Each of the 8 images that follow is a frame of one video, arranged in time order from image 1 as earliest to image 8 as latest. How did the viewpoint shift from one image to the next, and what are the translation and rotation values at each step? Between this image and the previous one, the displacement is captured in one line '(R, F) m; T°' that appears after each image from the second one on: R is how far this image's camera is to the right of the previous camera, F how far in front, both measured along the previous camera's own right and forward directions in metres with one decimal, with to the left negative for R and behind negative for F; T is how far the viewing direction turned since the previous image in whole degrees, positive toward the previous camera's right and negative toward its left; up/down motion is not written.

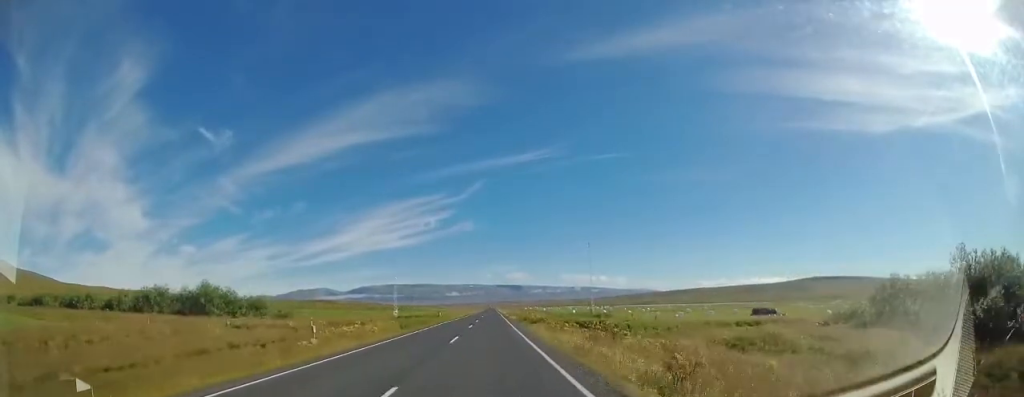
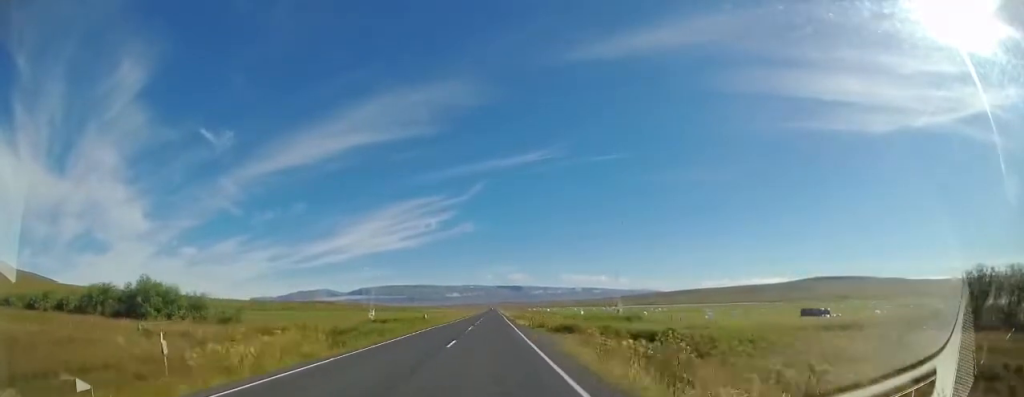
(0.0, +13.7) m; 0°
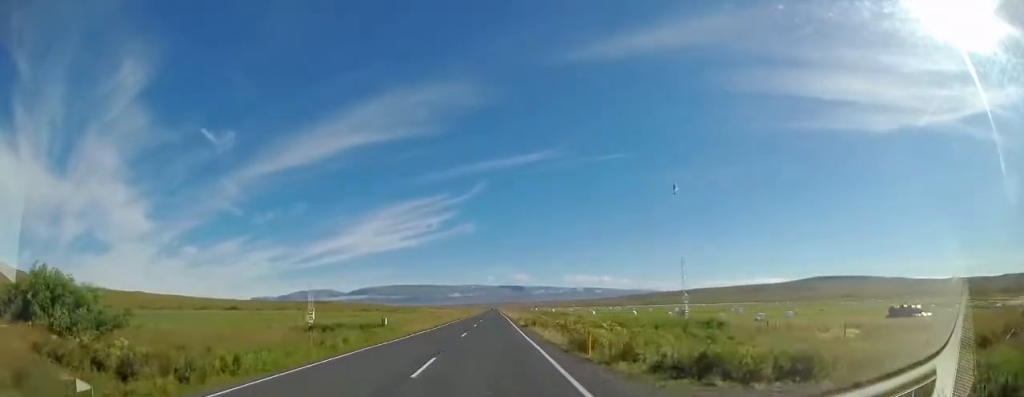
(0.0, +18.2) m; 0°
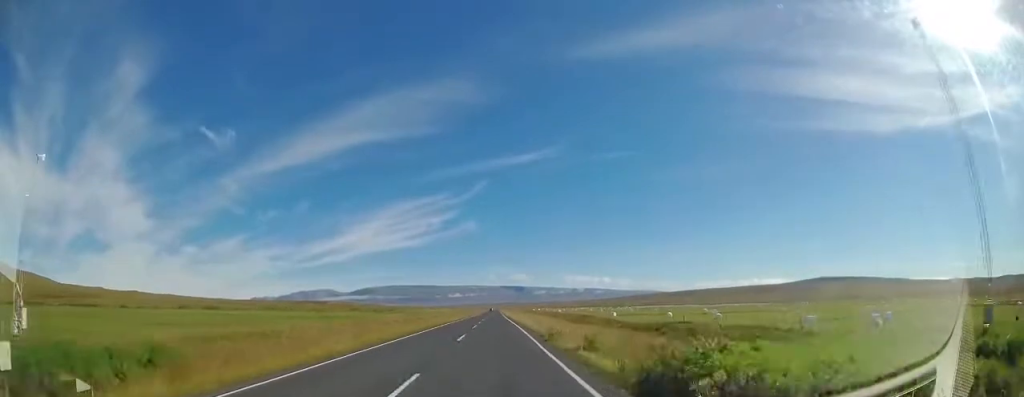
(+0.2, +26.5) m; +1°
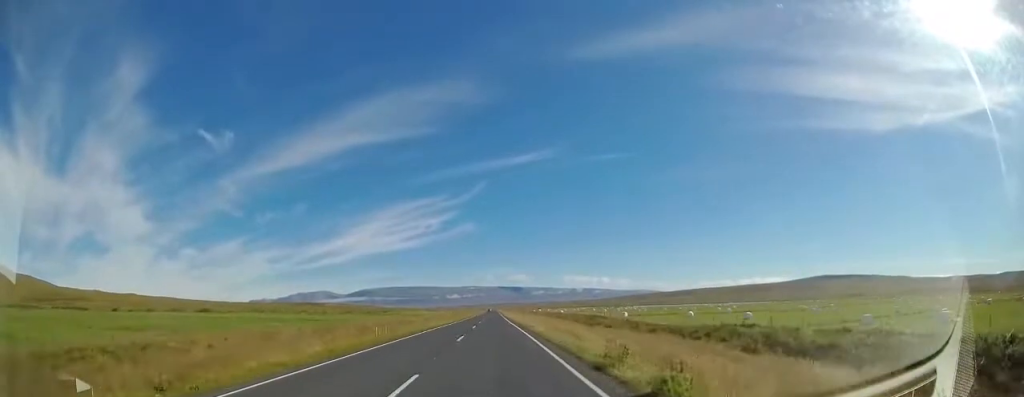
(+0.3, +12.2) m; 0°
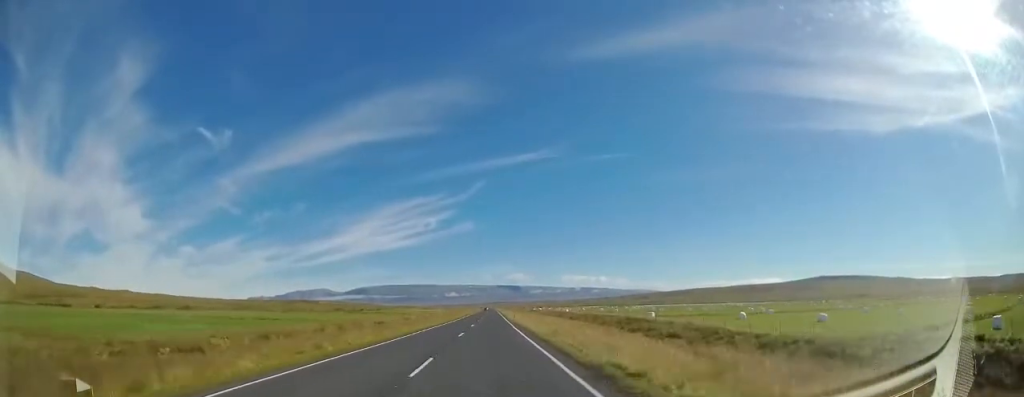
(-0.3, +21.2) m; -1°
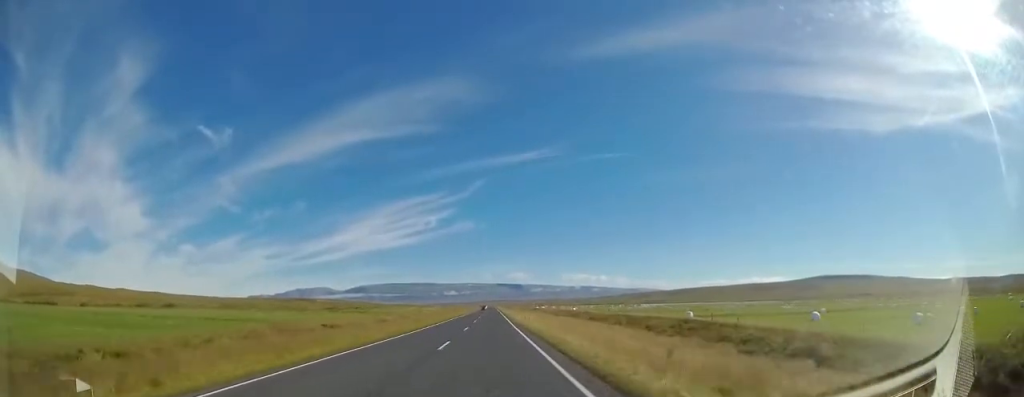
(-0.1, +18.9) m; 0°
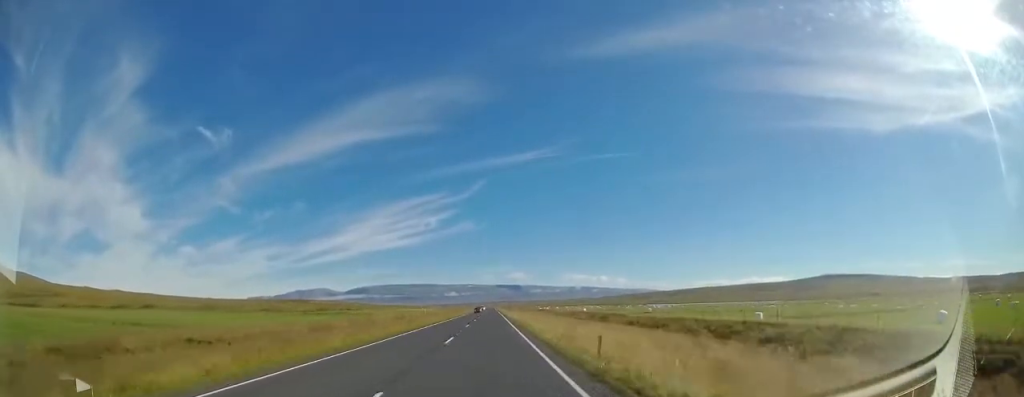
(+0.3, +21.8) m; +1°
